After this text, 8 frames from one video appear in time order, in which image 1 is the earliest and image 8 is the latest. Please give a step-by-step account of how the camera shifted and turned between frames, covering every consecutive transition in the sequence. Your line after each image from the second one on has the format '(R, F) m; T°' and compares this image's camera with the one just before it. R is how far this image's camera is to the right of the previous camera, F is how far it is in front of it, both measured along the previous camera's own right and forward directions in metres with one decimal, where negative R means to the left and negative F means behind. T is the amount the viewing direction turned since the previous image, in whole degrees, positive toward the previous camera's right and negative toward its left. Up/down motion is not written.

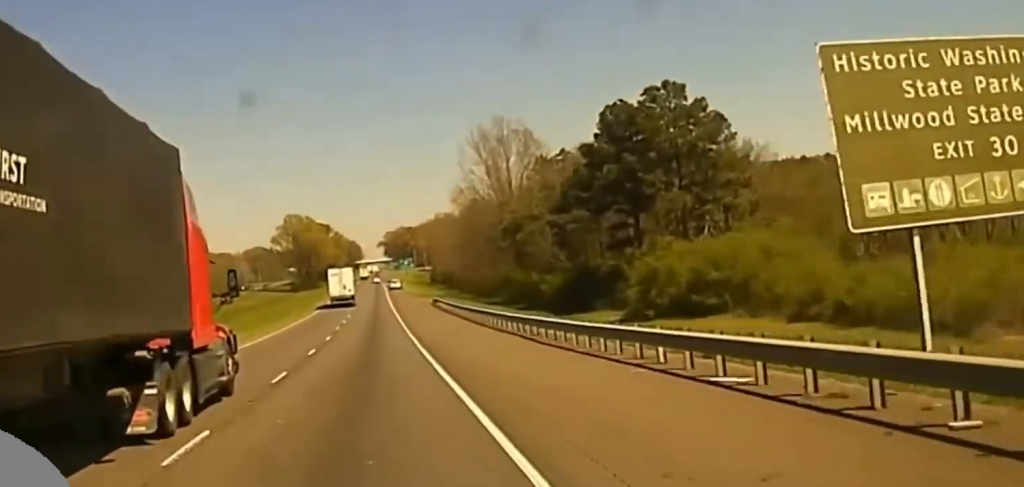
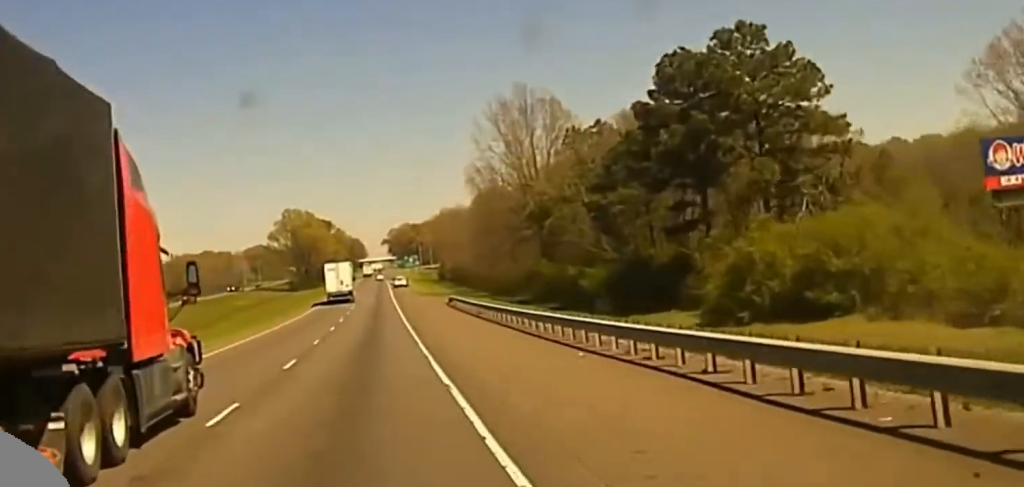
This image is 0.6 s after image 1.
(-0.1, +21.7) m; 0°
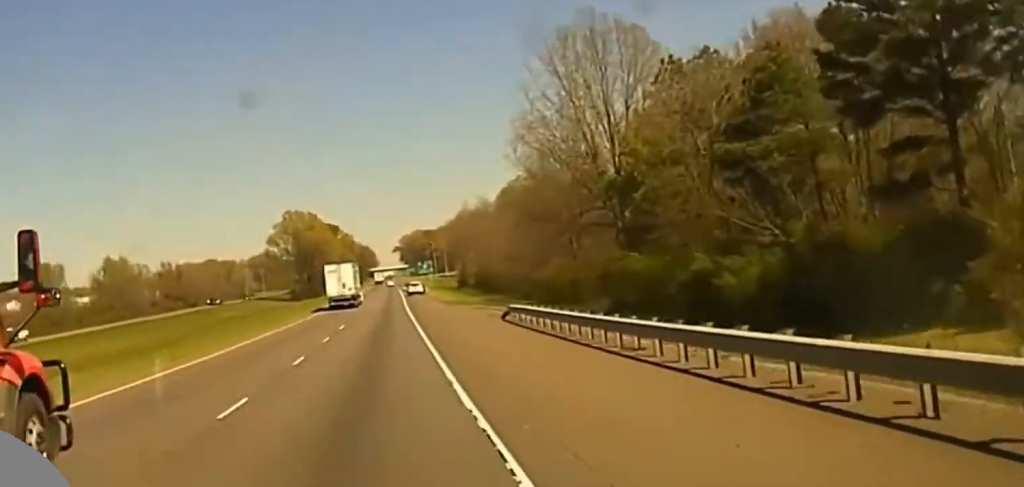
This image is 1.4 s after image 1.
(+0.4, +34.2) m; 0°
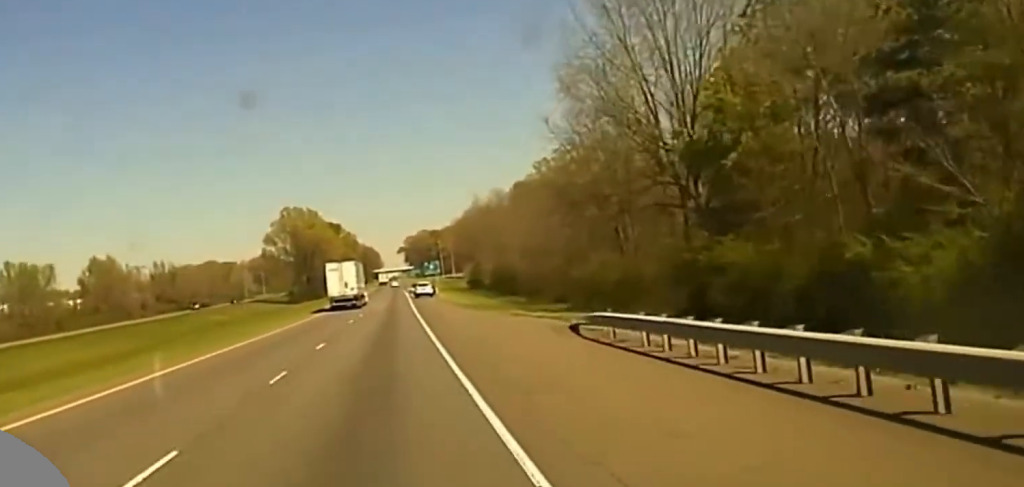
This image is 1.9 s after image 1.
(-0.4, +19.1) m; 0°
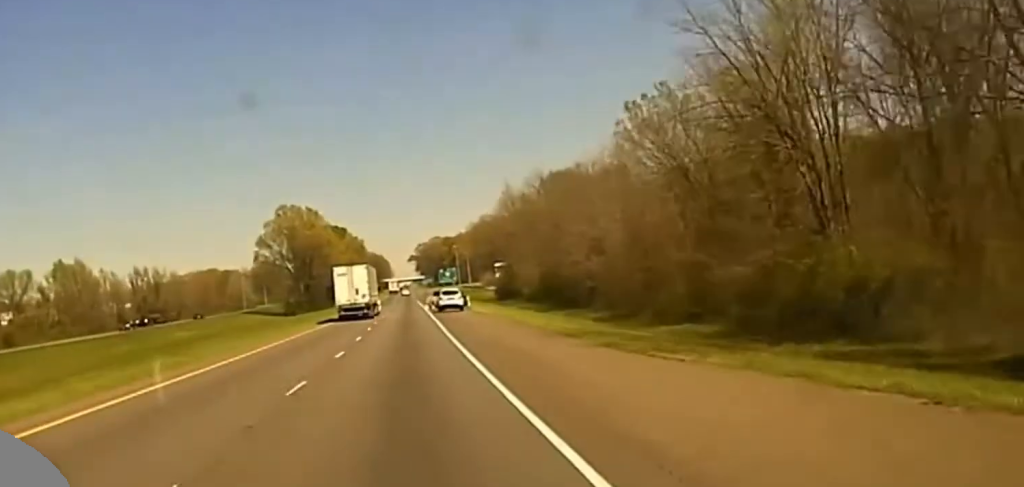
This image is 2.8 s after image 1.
(-0.2, +38.7) m; 0°
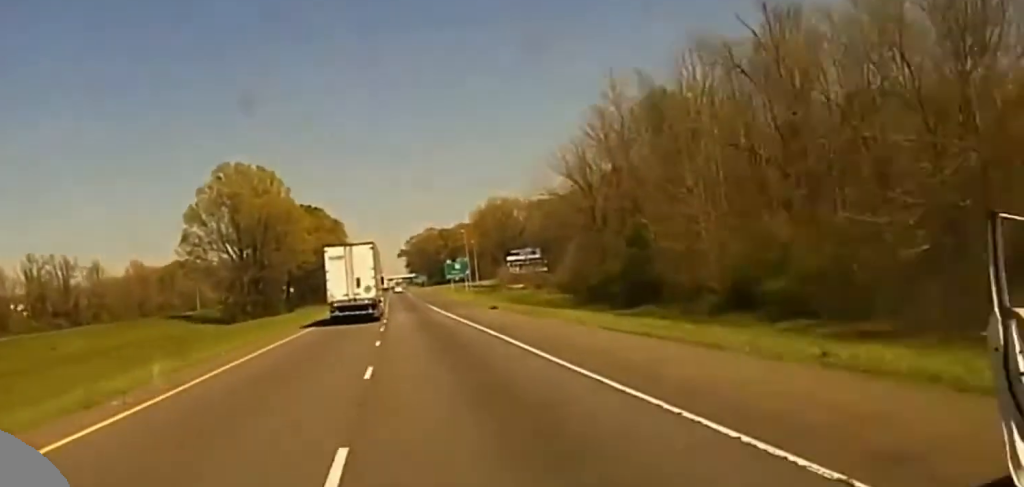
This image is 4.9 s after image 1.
(-0.6, +85.6) m; 0°
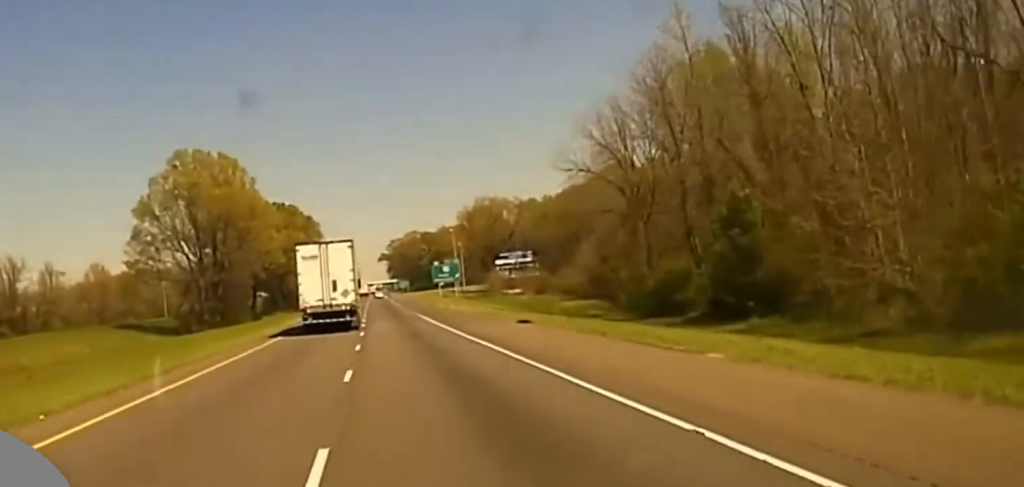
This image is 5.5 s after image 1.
(-0.1, +24.8) m; +1°
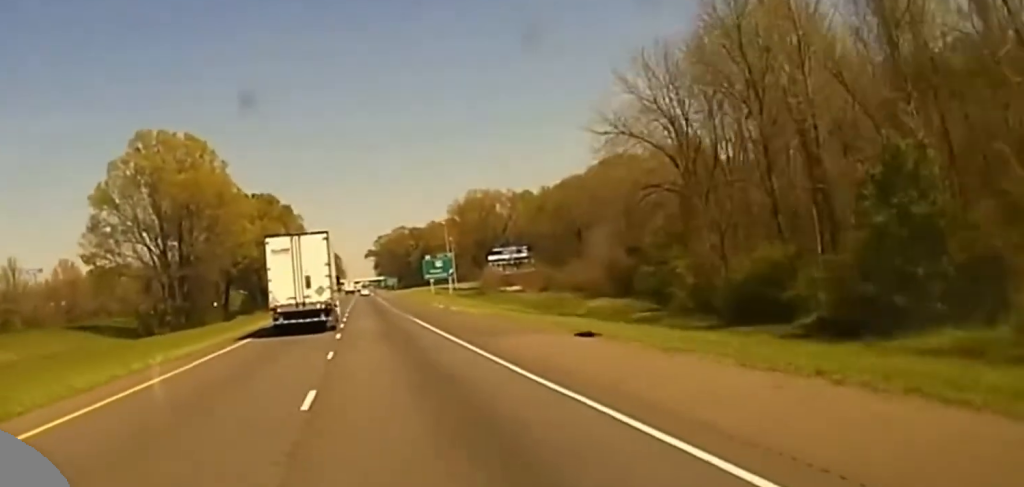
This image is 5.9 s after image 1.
(+0.5, +17.8) m; +1°
